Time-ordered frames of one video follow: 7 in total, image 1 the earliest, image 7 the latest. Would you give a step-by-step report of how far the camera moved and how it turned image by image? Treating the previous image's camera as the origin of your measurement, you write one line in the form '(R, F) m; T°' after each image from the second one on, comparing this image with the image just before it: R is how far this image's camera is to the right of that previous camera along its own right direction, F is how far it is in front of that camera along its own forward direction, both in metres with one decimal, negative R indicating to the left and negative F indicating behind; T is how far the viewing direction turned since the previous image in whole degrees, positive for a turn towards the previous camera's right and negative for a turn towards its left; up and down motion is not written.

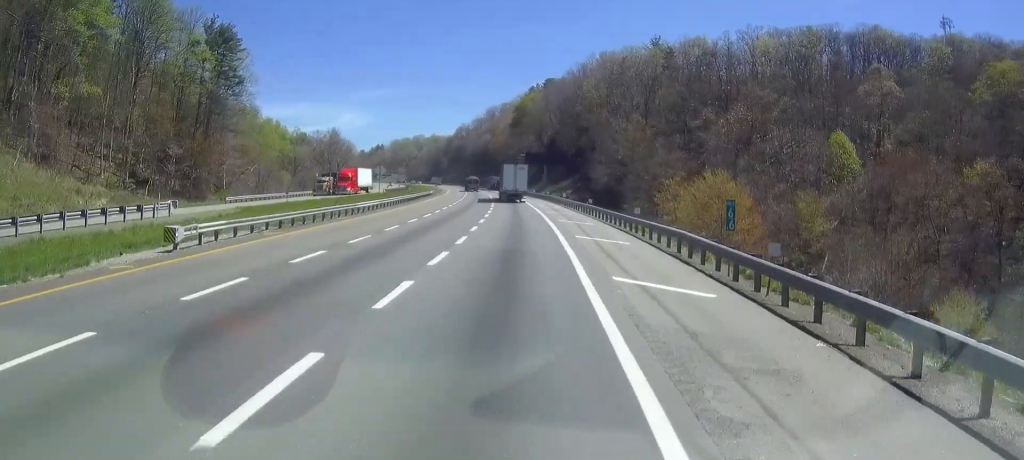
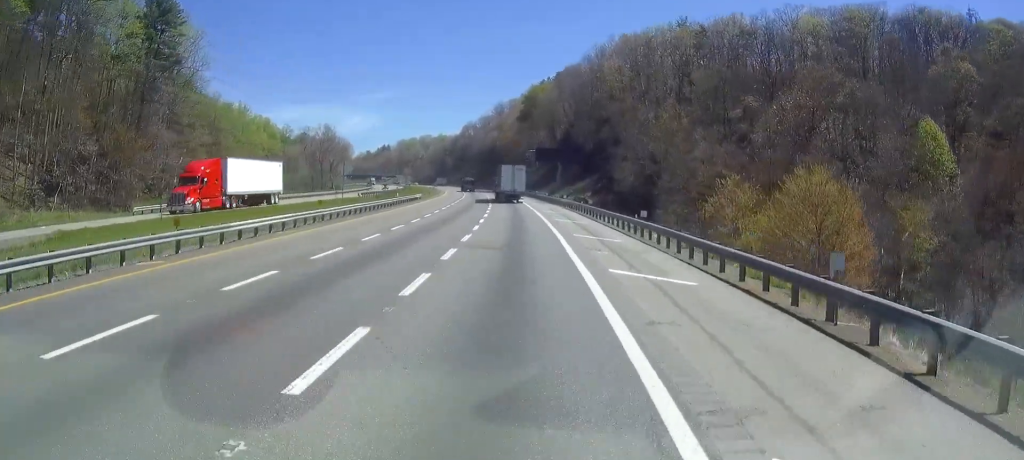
(-0.1, +22.6) m; -1°
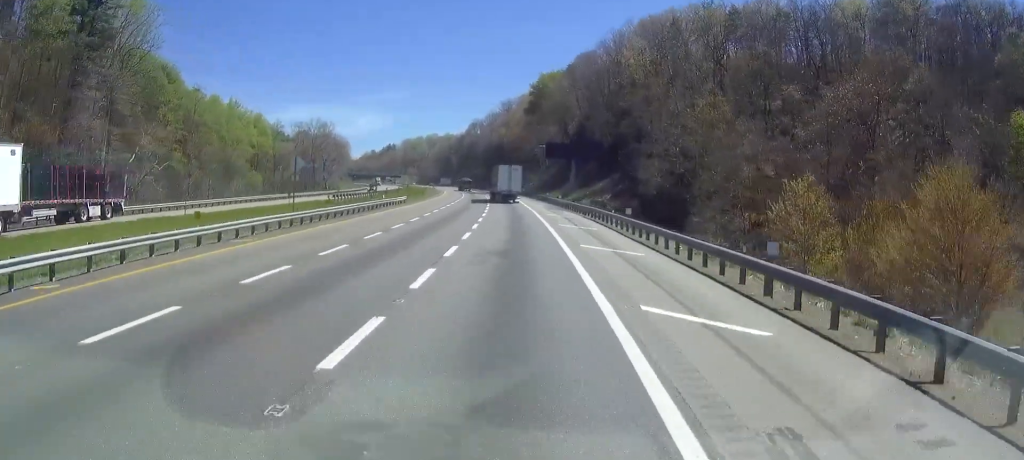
(-0.1, +16.9) m; -1°
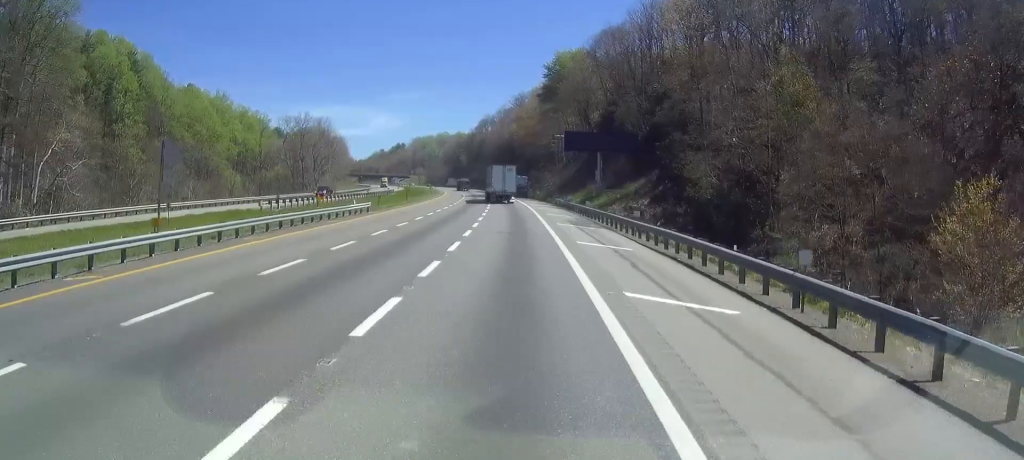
(-0.2, +21.6) m; -1°
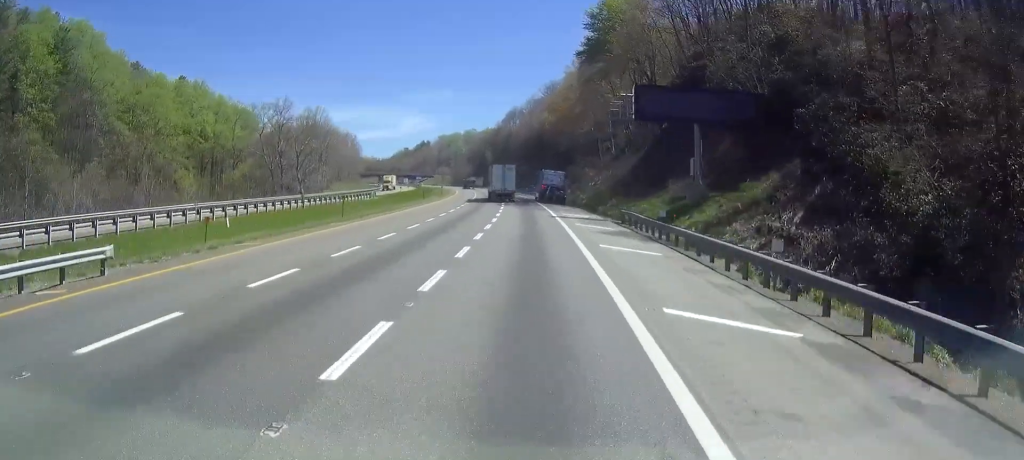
(-0.7, +33.8) m; -3°
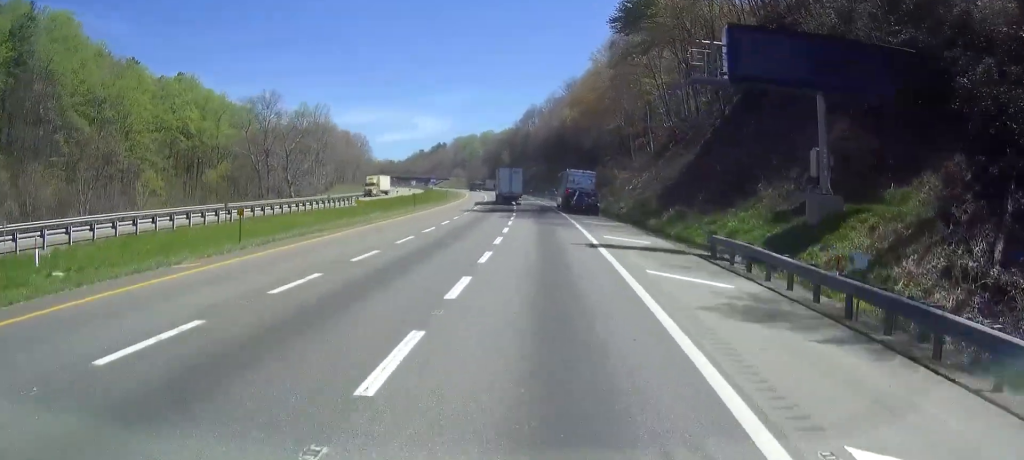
(-0.2, +15.4) m; -1°
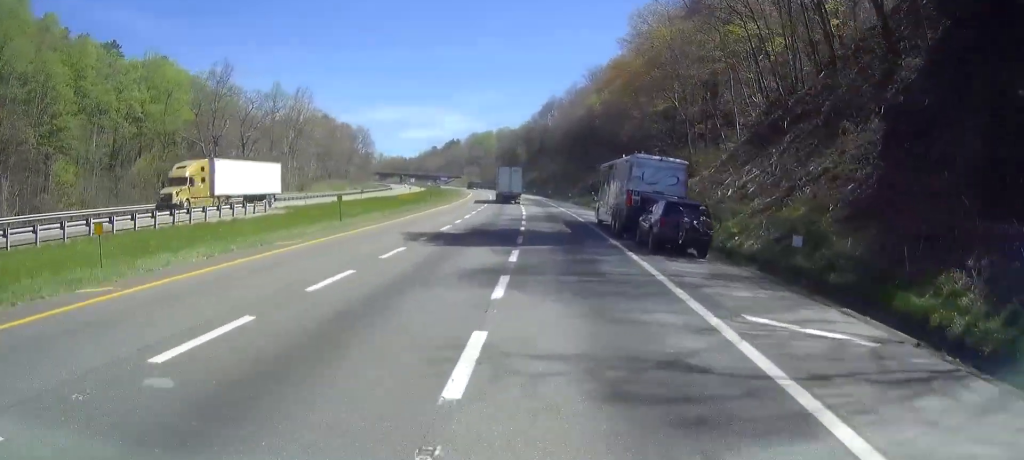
(-0.2, +22.0) m; -1°
